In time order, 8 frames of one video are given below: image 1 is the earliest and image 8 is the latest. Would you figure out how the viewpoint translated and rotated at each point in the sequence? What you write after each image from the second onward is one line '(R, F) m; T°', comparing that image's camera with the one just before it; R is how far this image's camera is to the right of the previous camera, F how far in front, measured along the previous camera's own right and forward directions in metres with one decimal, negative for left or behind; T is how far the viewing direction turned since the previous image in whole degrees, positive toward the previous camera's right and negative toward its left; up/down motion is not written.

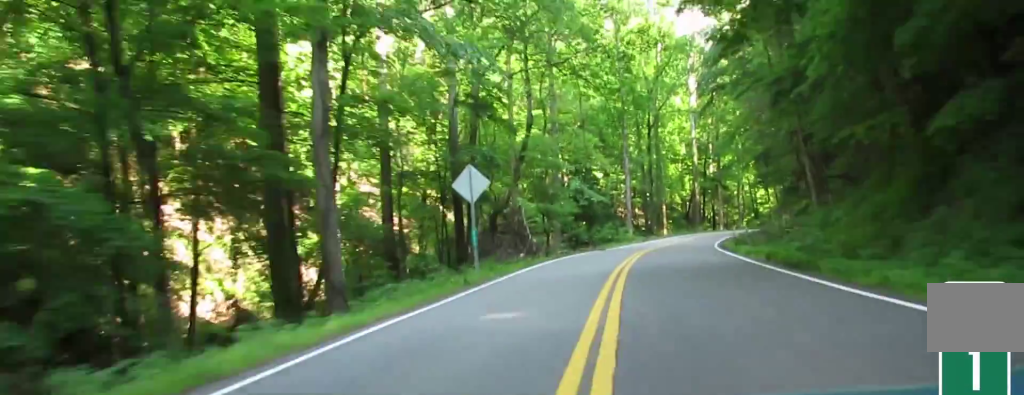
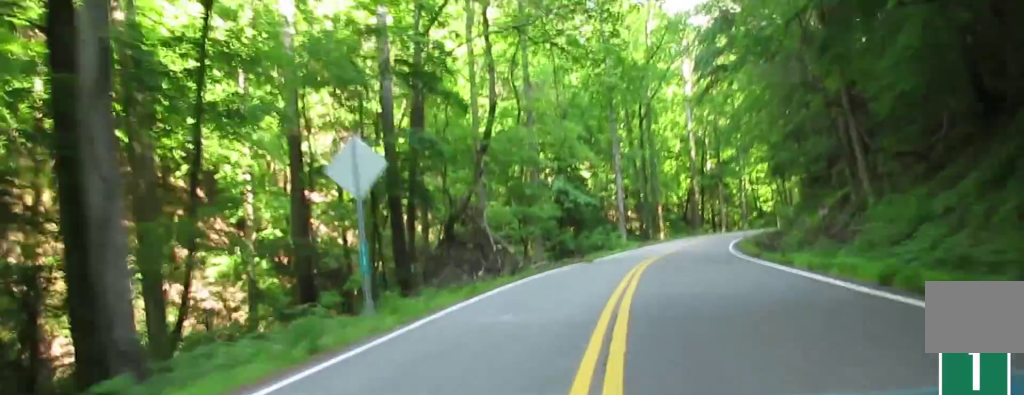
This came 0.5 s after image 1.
(-0.1, +13.4) m; +1°
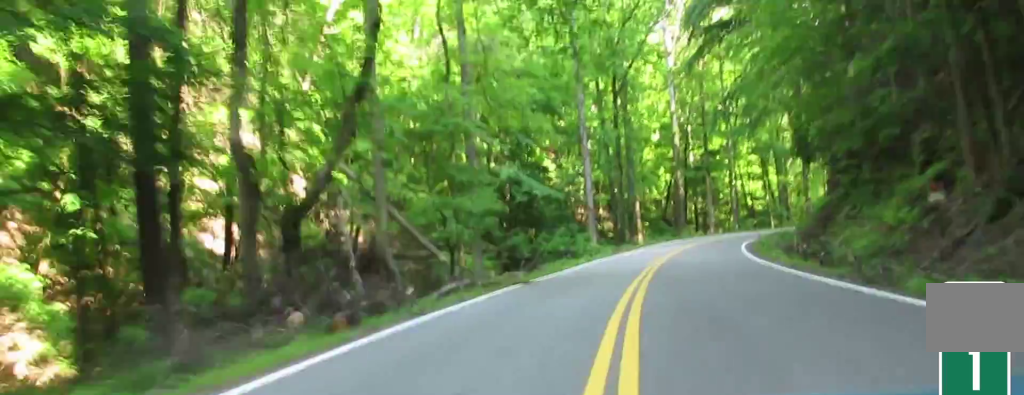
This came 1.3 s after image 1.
(+0.2, +20.0) m; +2°
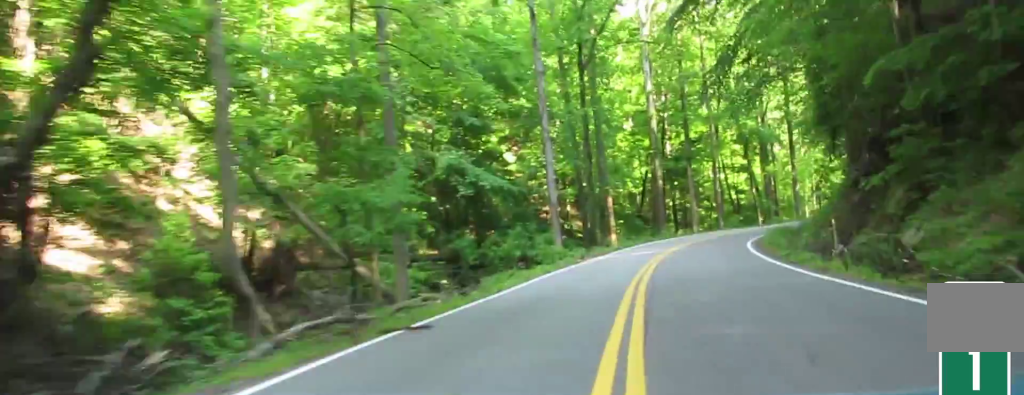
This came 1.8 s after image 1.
(+0.4, +12.5) m; +2°
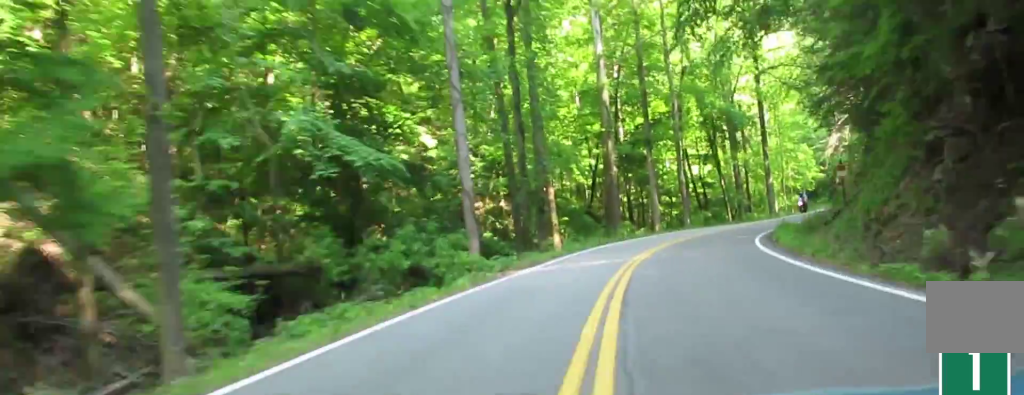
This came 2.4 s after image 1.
(+0.4, +15.4) m; +3°
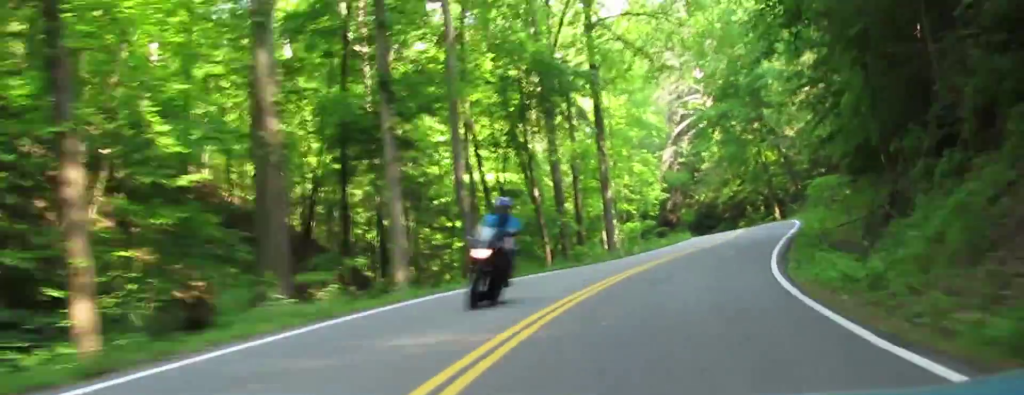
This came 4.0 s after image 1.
(+2.9, +37.3) m; +11°
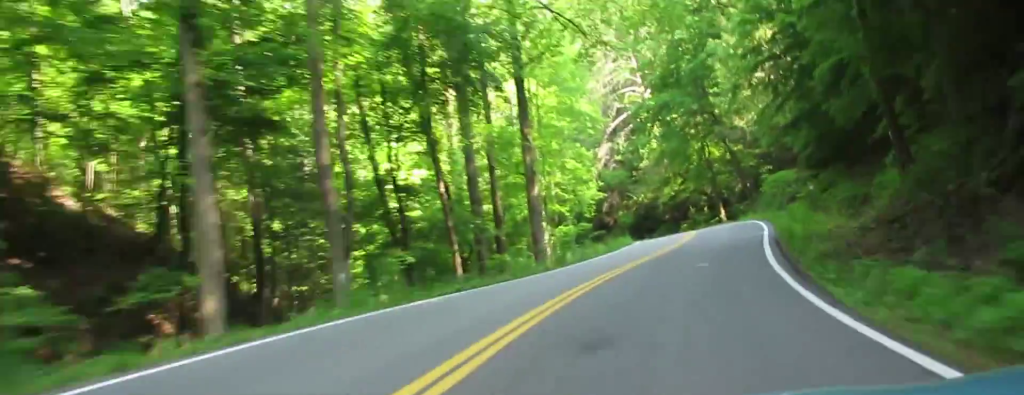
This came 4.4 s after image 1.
(+0.5, +8.6) m; +1°
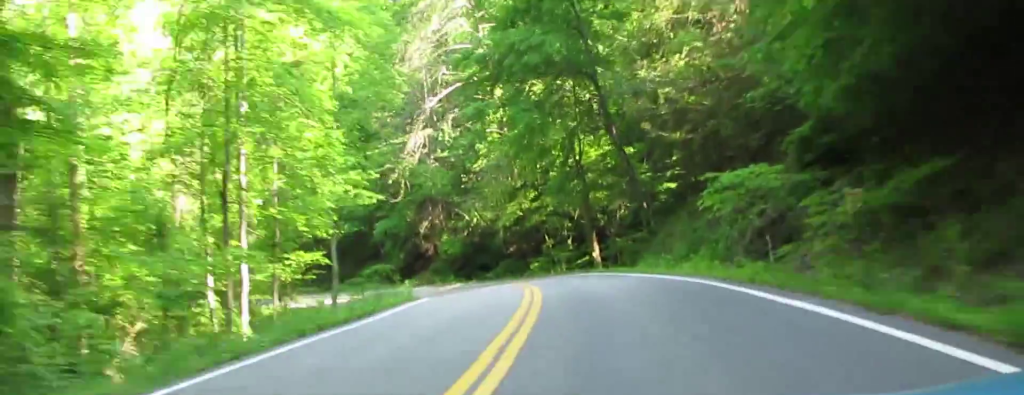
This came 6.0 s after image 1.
(+0.8, +31.9) m; +1°
